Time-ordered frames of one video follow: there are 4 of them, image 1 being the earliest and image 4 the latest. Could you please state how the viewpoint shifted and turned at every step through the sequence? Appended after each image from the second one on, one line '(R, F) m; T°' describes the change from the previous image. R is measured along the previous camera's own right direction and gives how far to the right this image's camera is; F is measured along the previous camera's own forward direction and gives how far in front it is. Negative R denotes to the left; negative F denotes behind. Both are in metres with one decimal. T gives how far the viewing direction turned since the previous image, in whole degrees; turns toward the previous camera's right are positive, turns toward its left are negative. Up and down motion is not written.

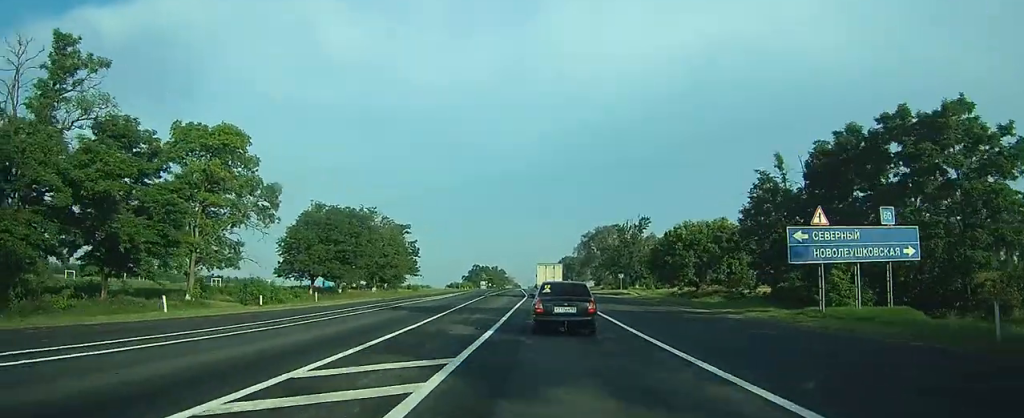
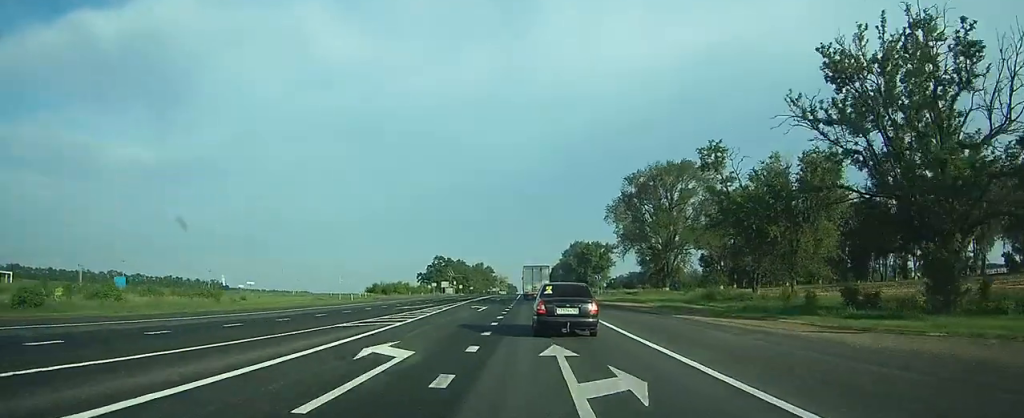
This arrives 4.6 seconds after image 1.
(+0.7, +93.5) m; +1°
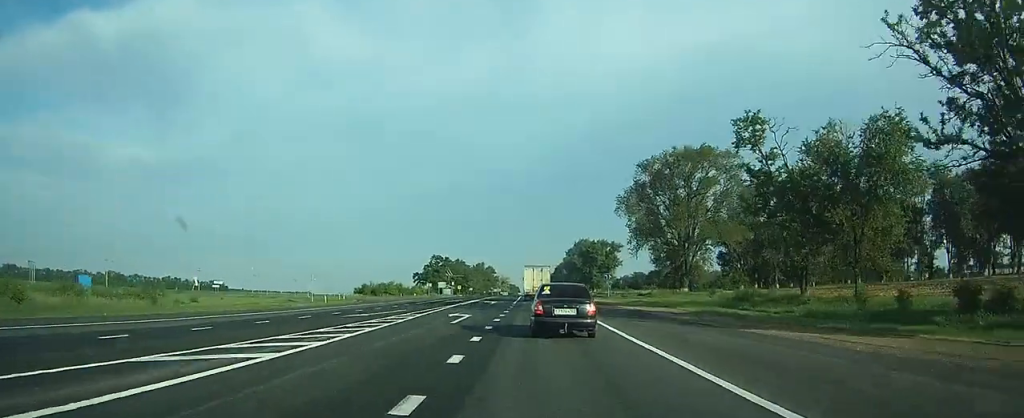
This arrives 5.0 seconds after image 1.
(0.0, +11.1) m; 0°
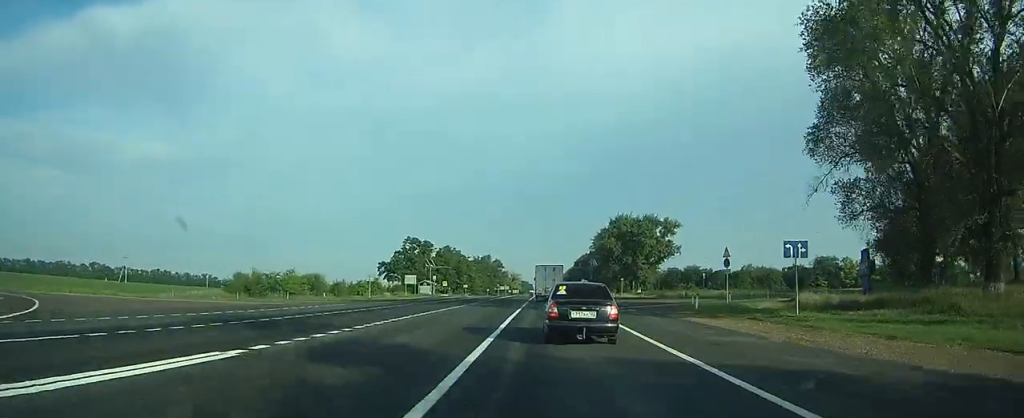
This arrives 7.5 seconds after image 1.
(-0.6, +59.8) m; -1°
